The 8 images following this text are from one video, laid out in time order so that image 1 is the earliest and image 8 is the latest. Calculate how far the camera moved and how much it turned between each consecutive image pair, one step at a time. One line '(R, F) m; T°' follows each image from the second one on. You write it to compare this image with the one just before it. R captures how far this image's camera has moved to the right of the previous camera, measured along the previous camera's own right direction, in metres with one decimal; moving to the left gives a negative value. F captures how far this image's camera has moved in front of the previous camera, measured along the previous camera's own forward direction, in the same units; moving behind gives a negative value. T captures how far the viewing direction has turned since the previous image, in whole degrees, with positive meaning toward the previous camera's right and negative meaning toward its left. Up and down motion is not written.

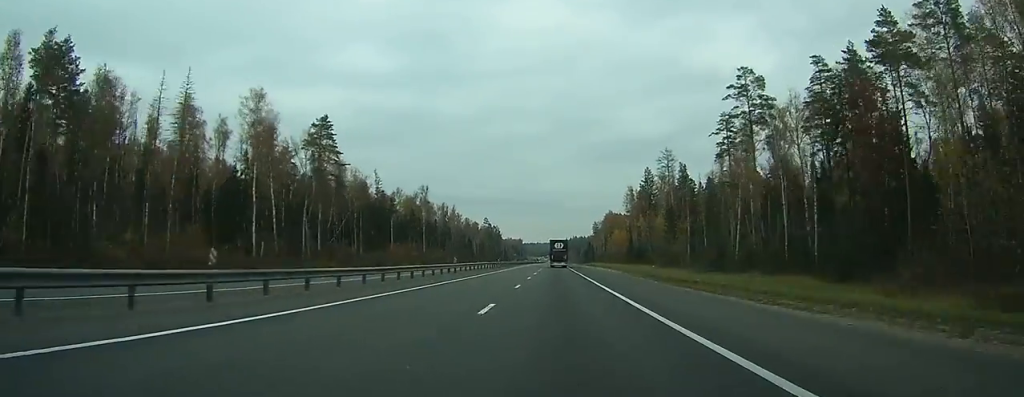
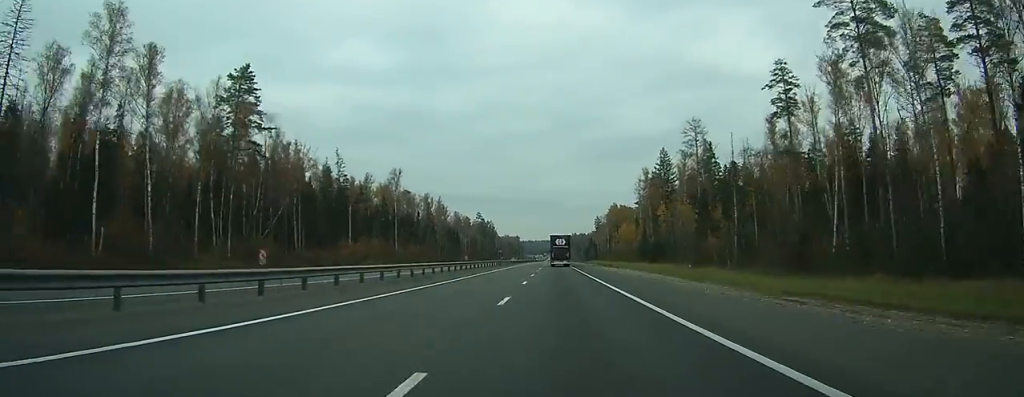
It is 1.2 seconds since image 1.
(+0.1, +32.5) m; 0°
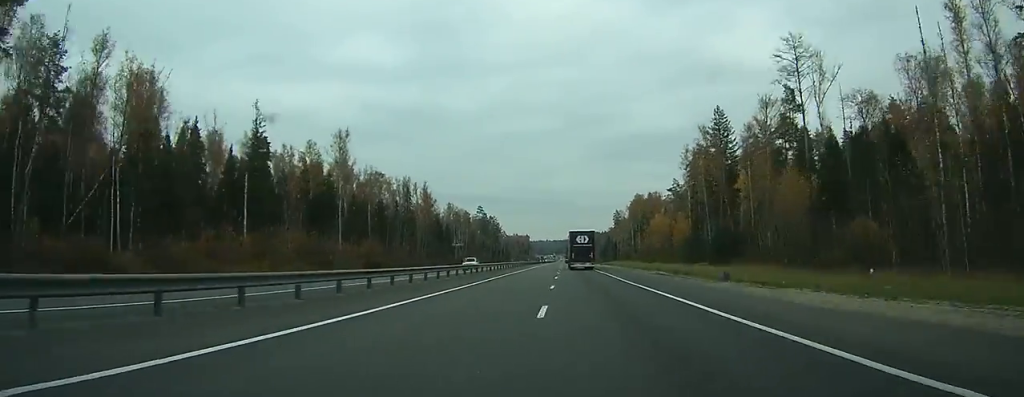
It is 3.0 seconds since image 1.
(-0.1, +50.8) m; 0°
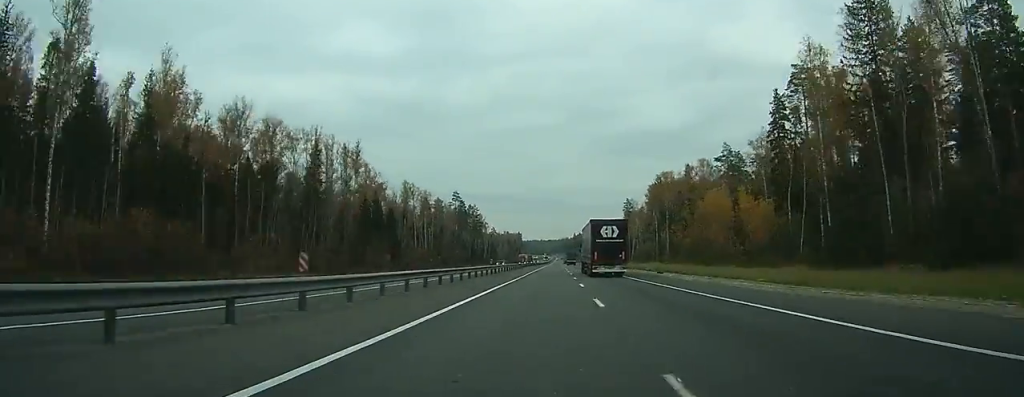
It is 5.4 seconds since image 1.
(+0.1, +71.3) m; 0°
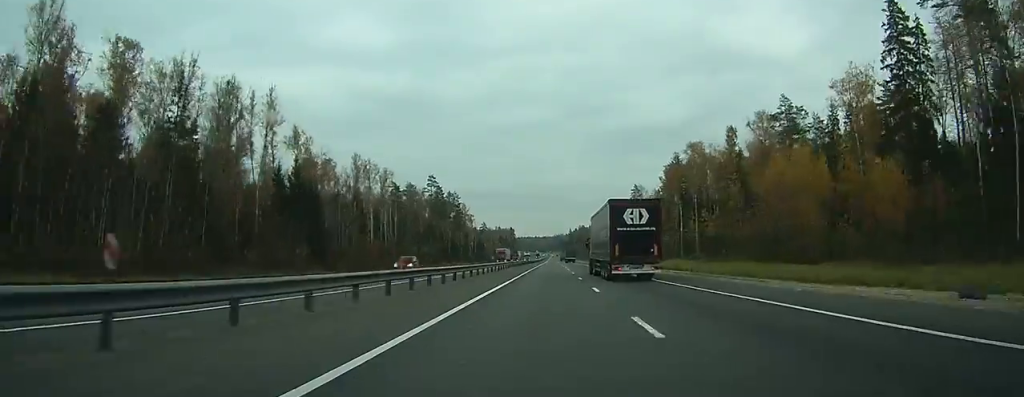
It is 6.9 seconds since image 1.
(+0.1, +42.6) m; 0°
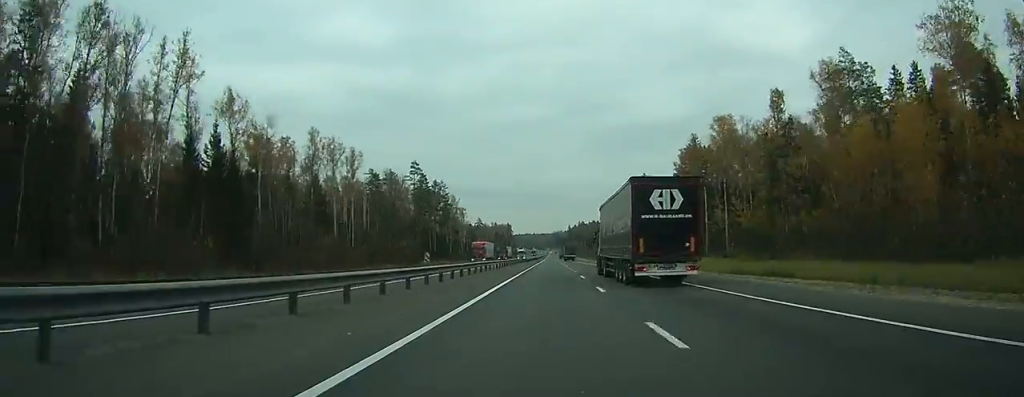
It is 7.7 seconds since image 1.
(0.0, +24.9) m; 0°
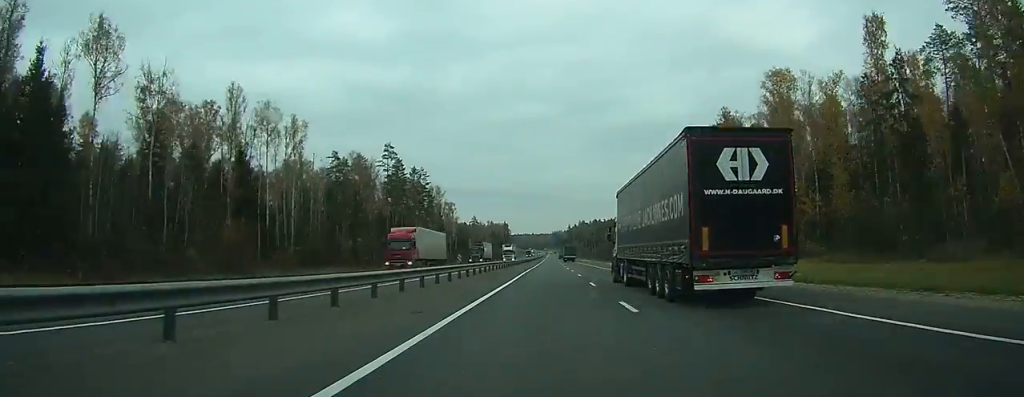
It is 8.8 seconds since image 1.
(+0.1, +30.6) m; 0°
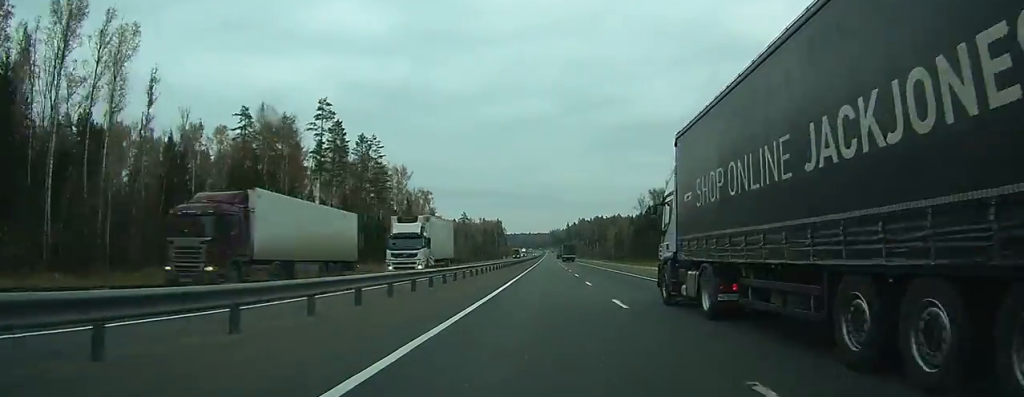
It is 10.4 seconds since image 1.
(+0.1, +44.4) m; 0°
